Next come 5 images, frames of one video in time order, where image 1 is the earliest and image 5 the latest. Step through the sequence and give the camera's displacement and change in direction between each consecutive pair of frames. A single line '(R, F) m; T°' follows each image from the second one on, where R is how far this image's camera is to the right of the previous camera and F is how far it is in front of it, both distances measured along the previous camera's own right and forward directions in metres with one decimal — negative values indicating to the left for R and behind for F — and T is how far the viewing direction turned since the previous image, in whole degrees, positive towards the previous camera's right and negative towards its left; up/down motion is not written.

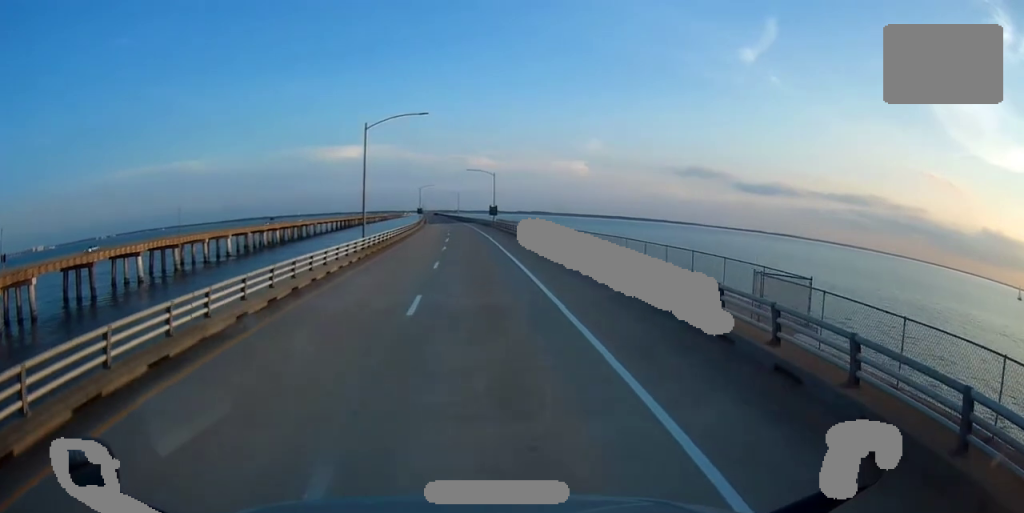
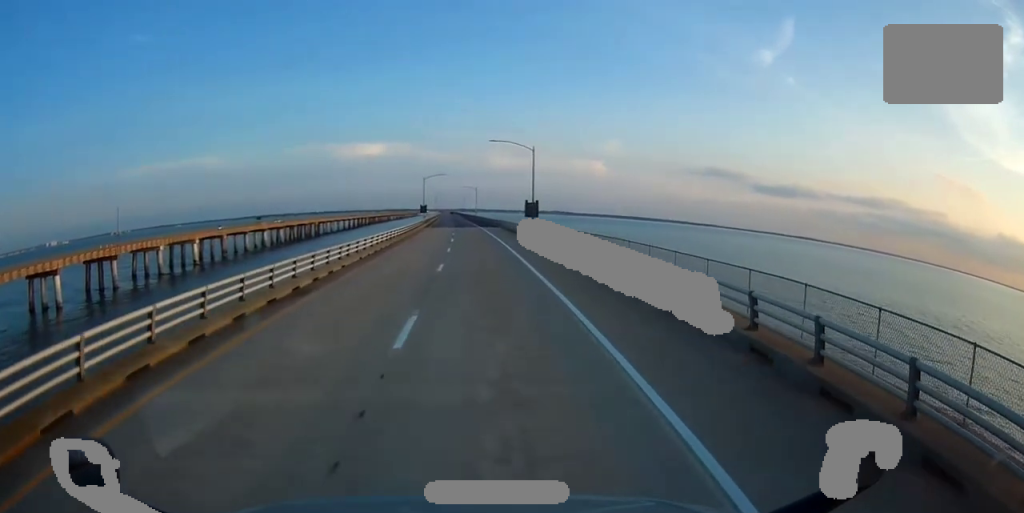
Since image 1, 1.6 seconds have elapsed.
(-0.9, +40.1) m; -1°
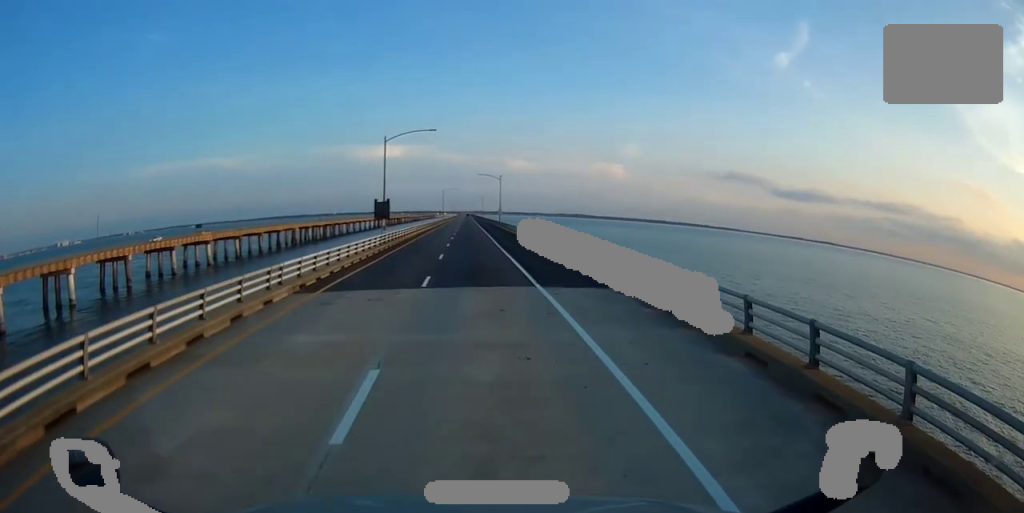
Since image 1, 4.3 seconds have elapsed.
(-1.0, +67.3) m; -1°
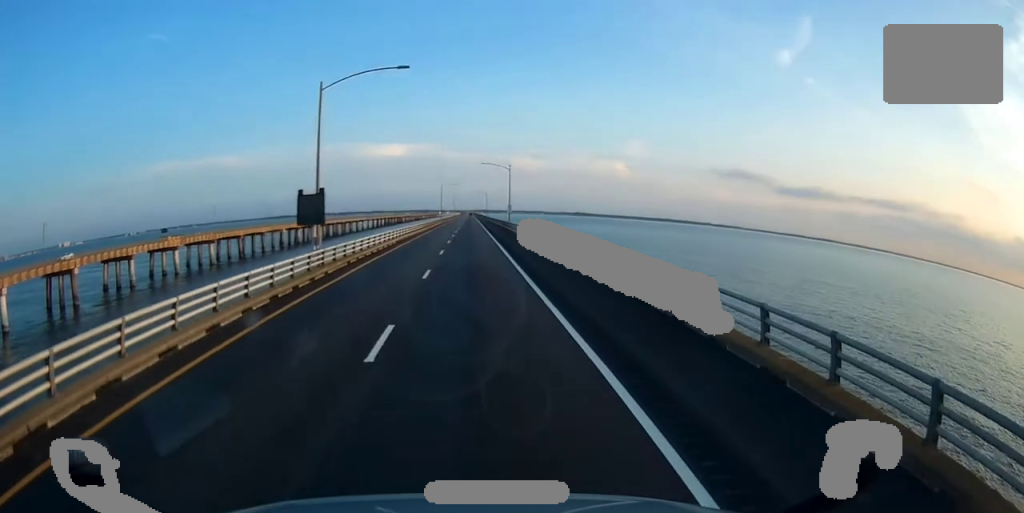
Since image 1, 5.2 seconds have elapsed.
(+0.4, +22.2) m; 0°
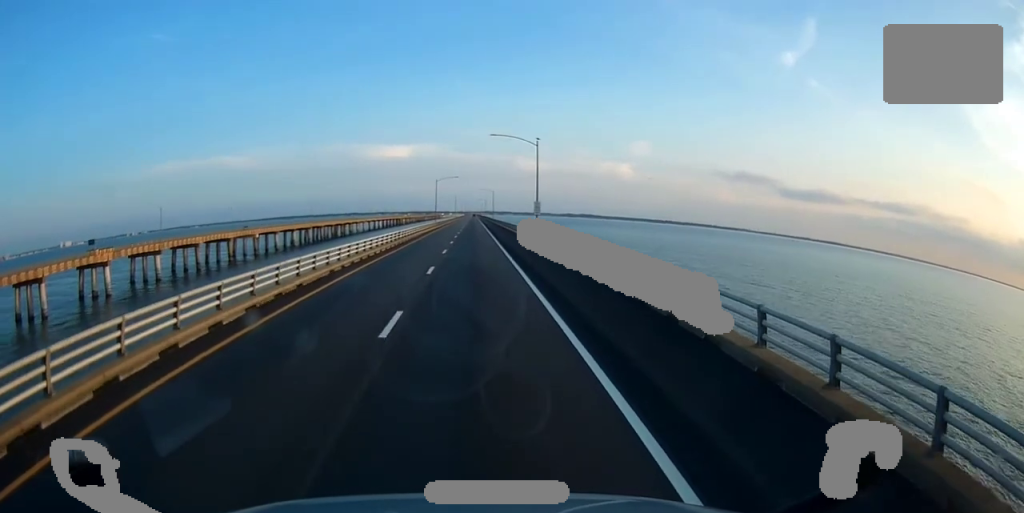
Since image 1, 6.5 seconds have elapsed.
(-0.6, +34.4) m; -1°
